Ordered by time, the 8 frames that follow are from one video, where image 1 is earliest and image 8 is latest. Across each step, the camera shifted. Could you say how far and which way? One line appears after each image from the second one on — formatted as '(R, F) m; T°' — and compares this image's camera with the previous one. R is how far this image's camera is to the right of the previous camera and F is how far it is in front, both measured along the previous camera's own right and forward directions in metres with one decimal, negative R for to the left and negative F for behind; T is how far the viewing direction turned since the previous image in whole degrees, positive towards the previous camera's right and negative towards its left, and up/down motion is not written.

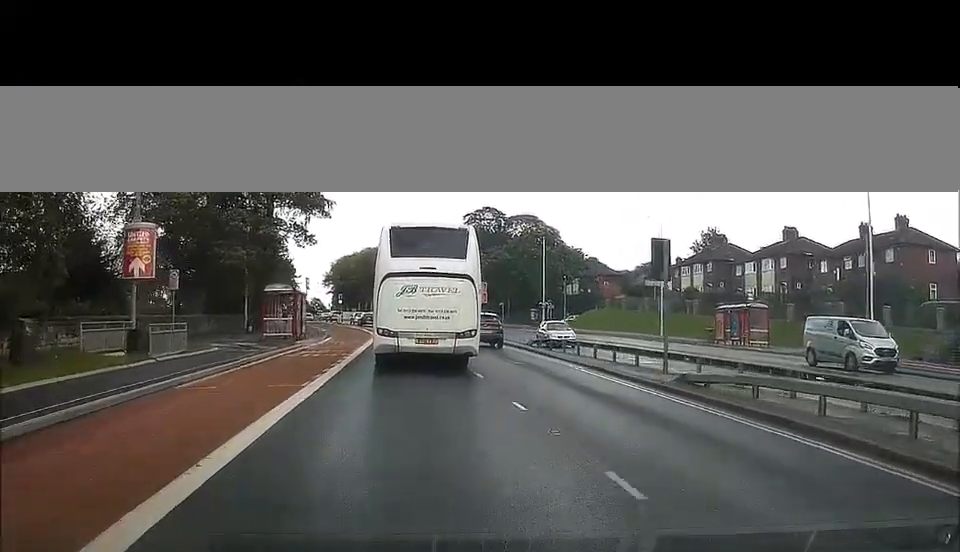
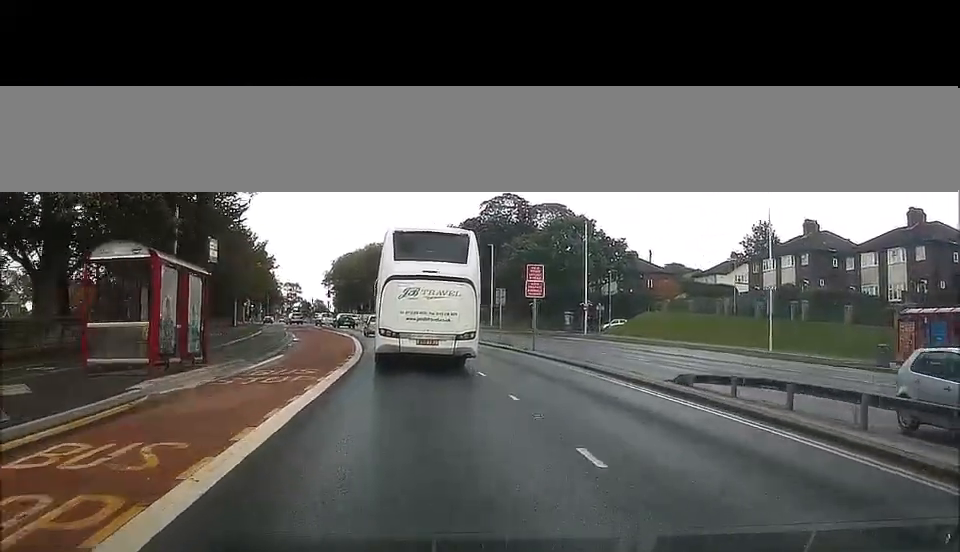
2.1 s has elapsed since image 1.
(+0.2, +23.6) m; +1°
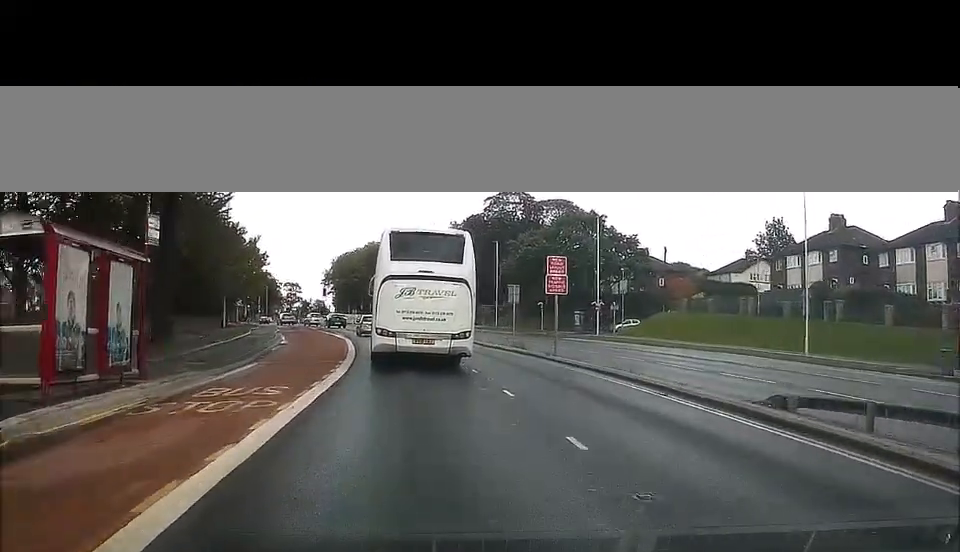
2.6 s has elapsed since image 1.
(-0.1, +5.5) m; +1°
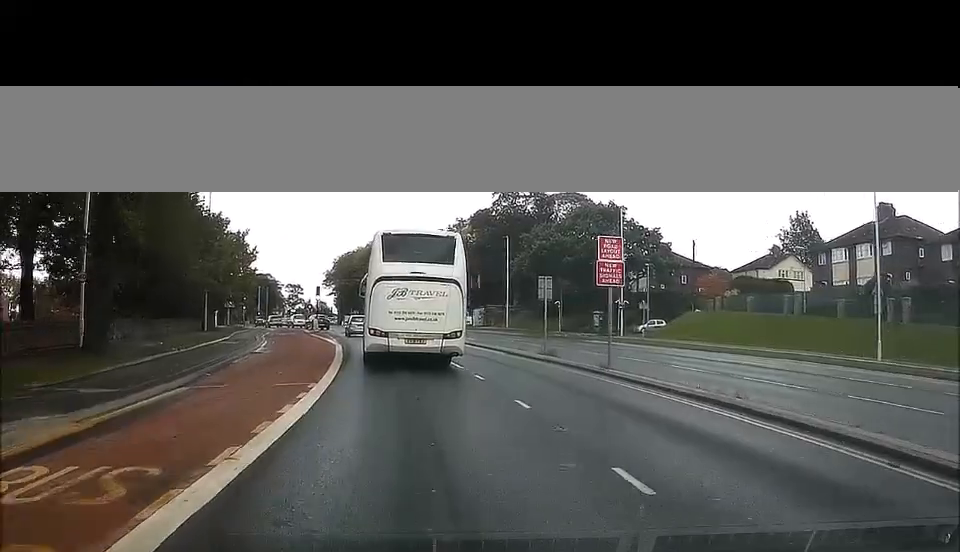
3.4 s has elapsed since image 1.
(+0.3, +8.3) m; 0°
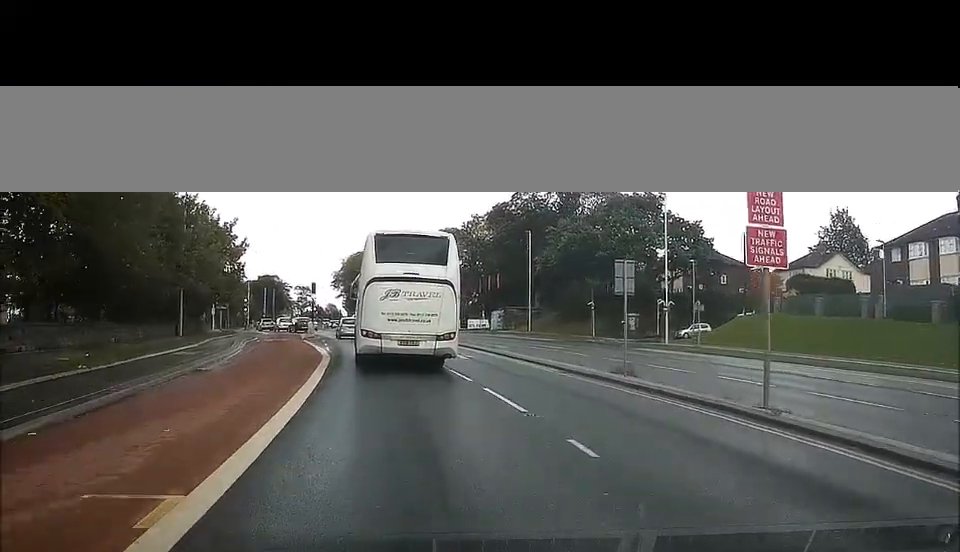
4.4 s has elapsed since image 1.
(-0.3, +10.2) m; -3°
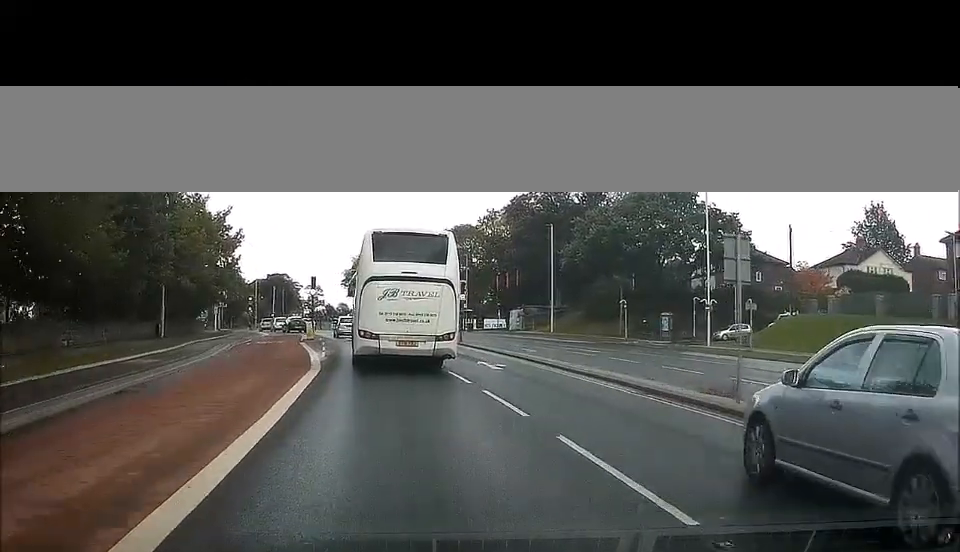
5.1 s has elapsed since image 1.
(-0.1, +6.8) m; -1°
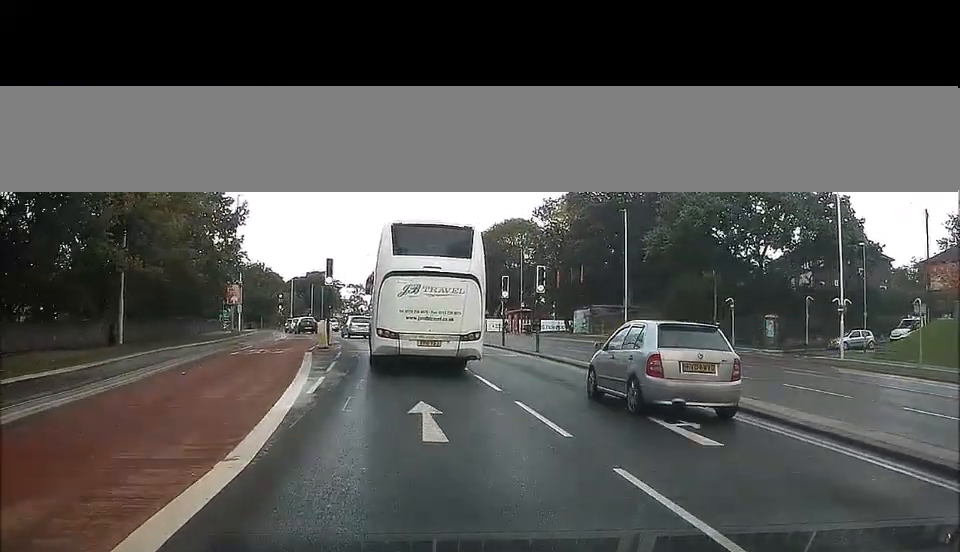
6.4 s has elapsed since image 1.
(-0.2, +13.6) m; -2°
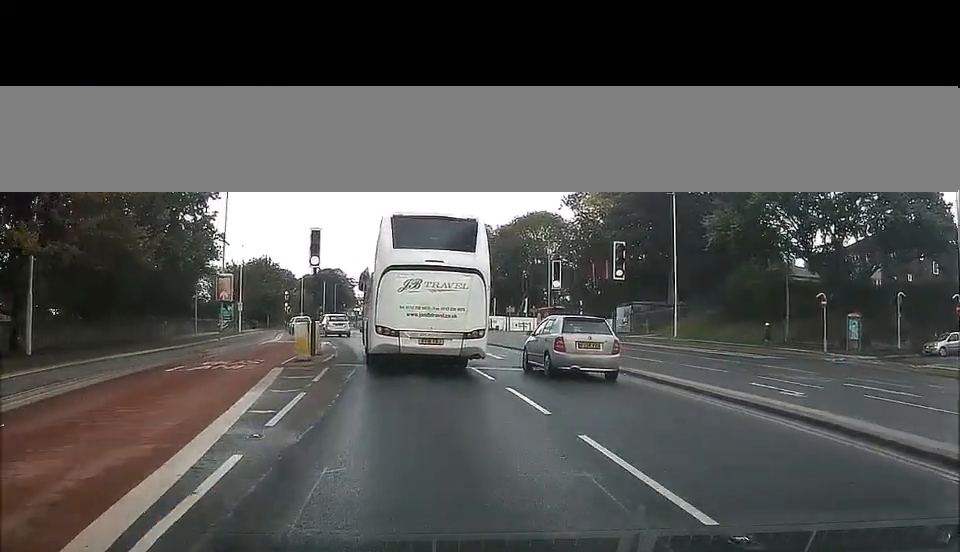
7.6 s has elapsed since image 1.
(-0.2, +10.4) m; -2°
